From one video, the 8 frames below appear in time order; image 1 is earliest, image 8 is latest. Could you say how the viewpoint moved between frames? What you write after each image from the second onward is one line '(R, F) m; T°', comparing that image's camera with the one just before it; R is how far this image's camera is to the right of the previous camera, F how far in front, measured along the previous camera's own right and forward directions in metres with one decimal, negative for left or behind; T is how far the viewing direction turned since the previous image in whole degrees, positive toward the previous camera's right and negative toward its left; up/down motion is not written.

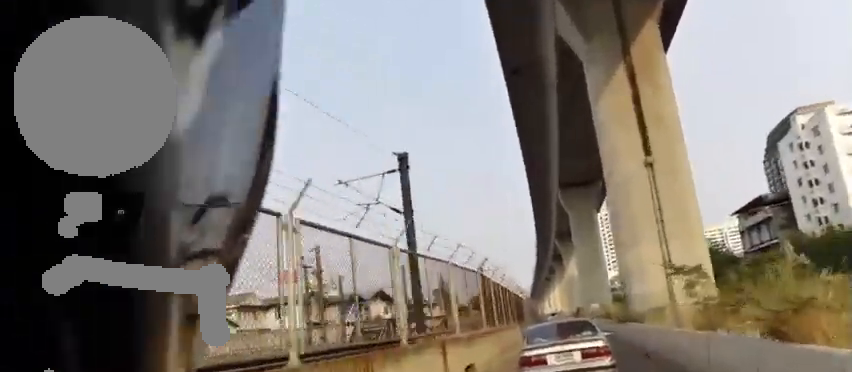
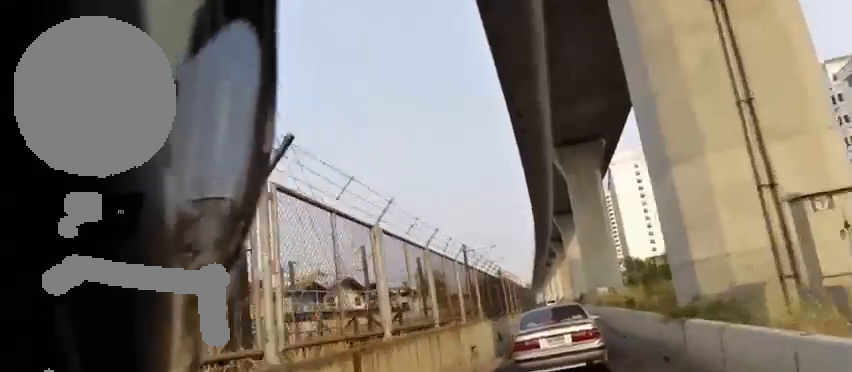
(0.0, +9.8) m; 0°
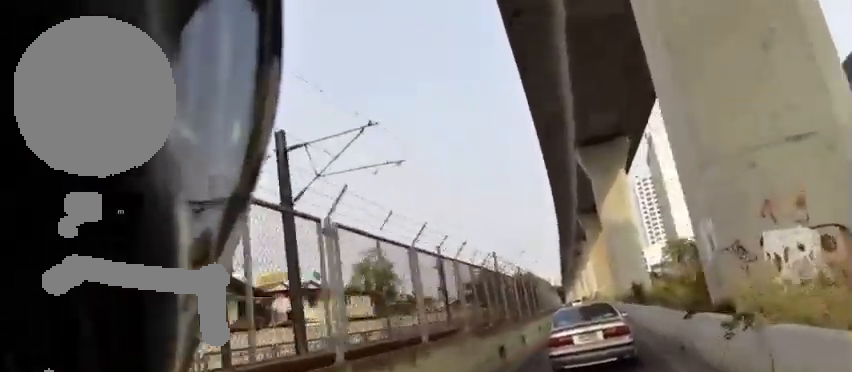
(0.0, +33.4) m; 0°
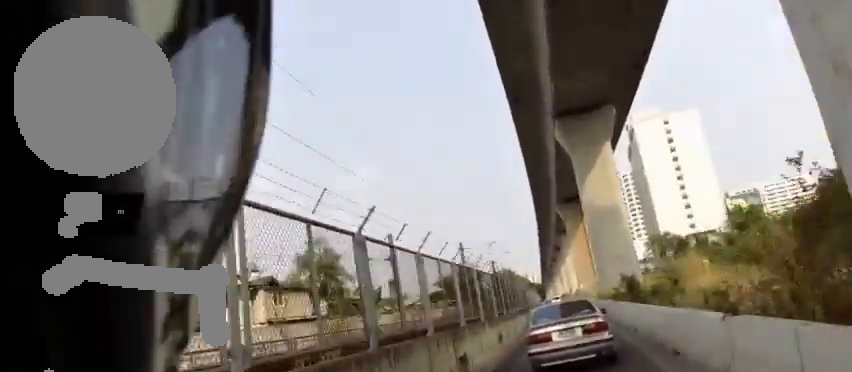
(0.0, +6.9) m; 0°
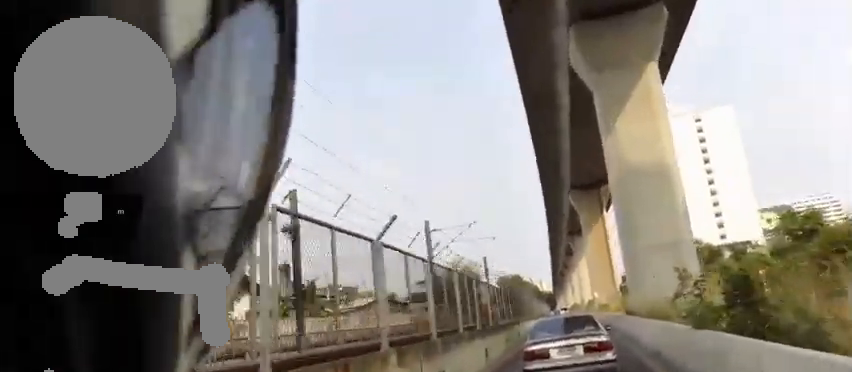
(0.0, +12.8) m; 0°
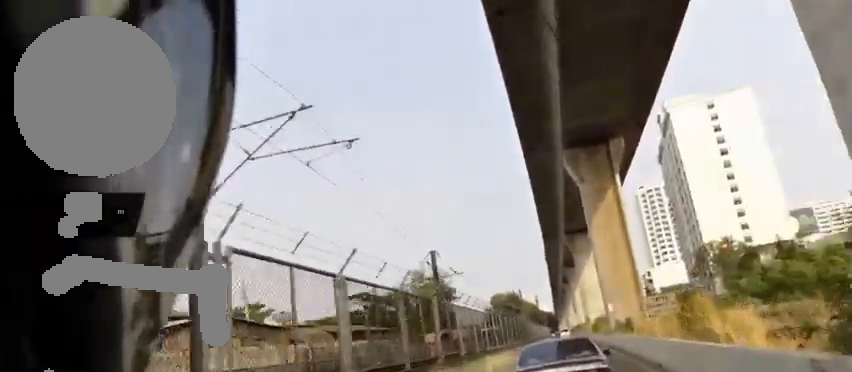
(0.0, +18.9) m; -1°
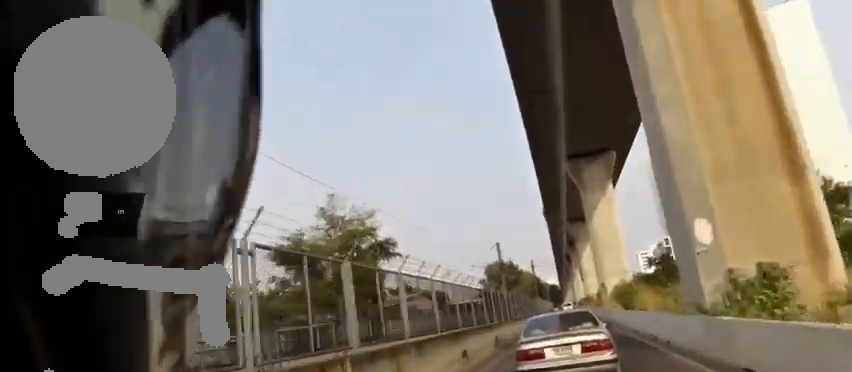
(-1.2, +25.9) m; -5°
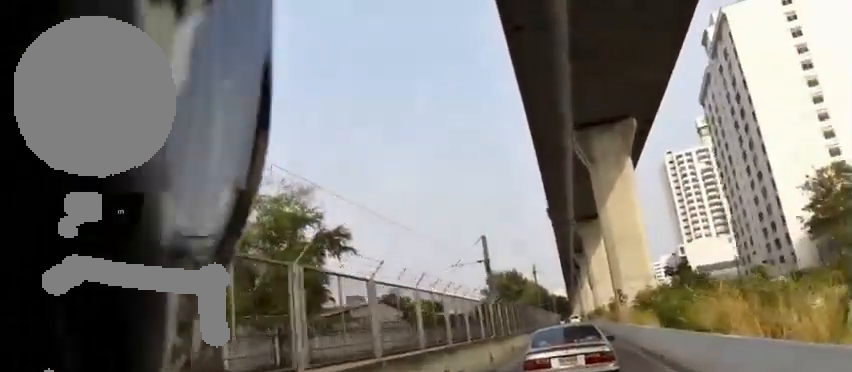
(-0.8, +11.1) m; 0°
